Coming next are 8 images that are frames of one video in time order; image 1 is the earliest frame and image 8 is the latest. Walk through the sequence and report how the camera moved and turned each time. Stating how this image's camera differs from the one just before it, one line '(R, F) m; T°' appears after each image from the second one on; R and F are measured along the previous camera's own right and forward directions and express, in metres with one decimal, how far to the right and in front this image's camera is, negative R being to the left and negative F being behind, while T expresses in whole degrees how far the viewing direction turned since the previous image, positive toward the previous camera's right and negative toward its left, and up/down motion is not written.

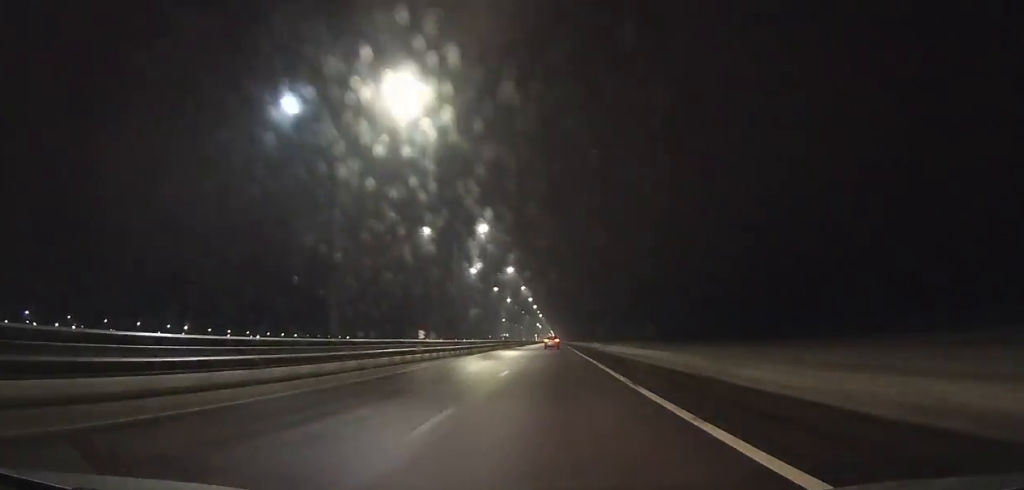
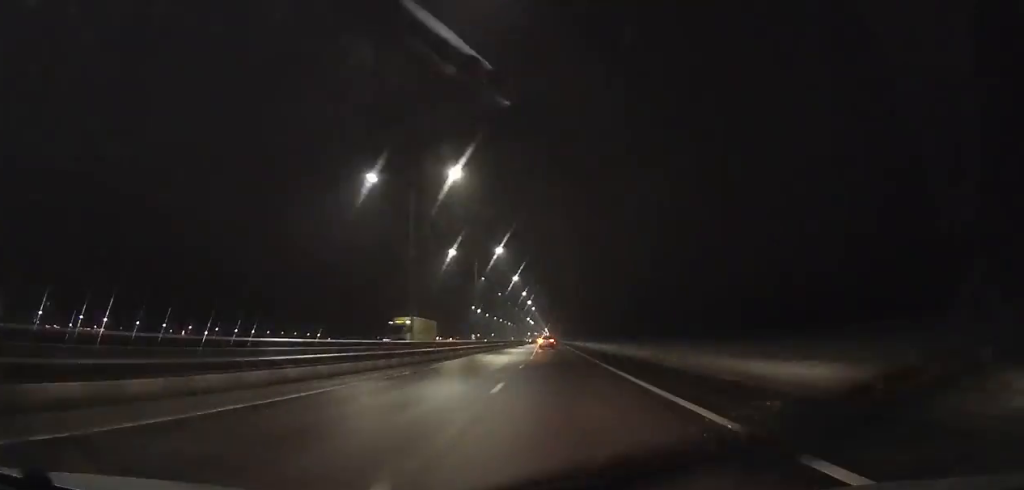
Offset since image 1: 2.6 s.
(-0.1, +76.8) m; 0°
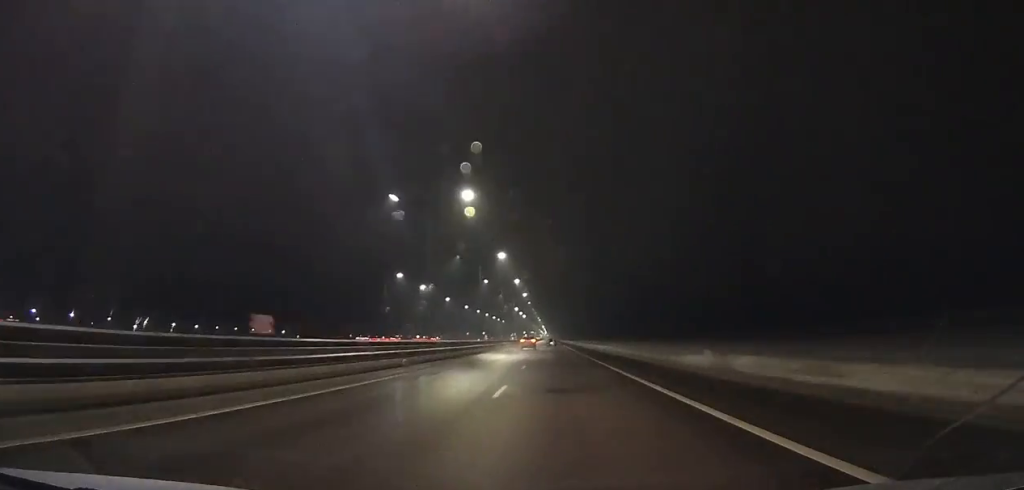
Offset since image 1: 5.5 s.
(+0.3, +85.9) m; 0°
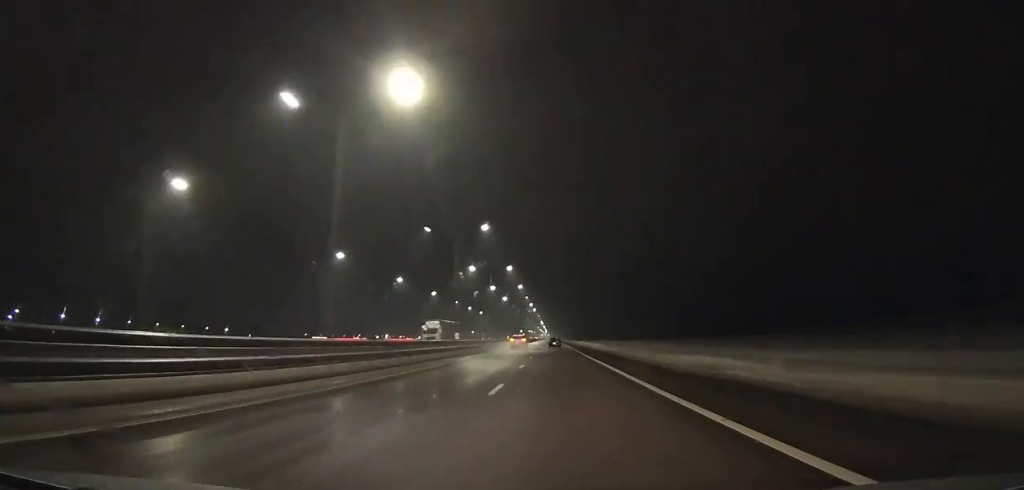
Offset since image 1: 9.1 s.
(+0.3, +106.2) m; 0°
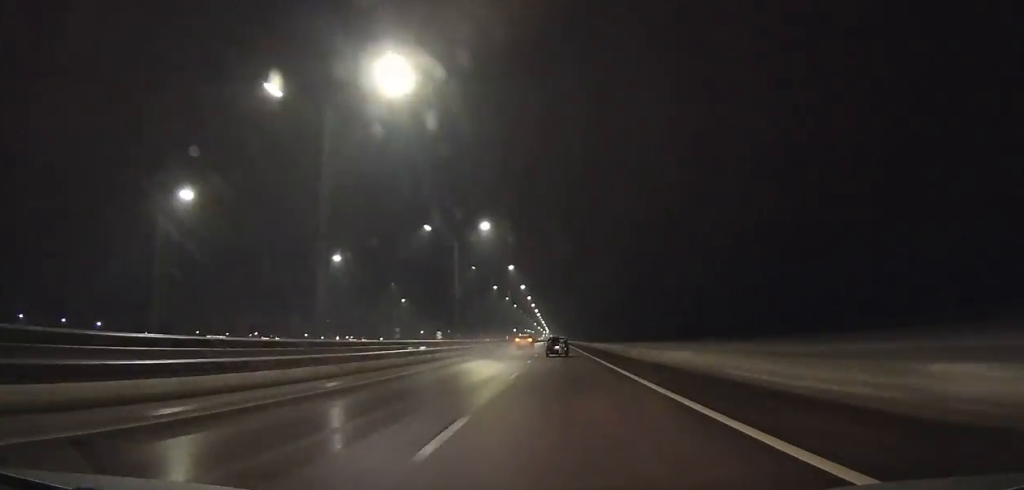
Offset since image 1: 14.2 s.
(-0.4, +149.1) m; 0°
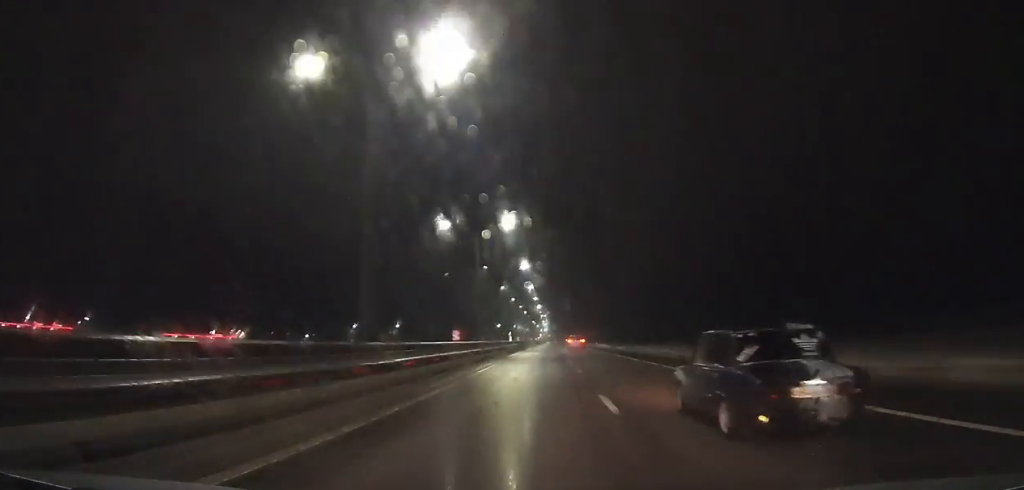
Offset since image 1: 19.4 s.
(-0.3, +151.9) m; +1°
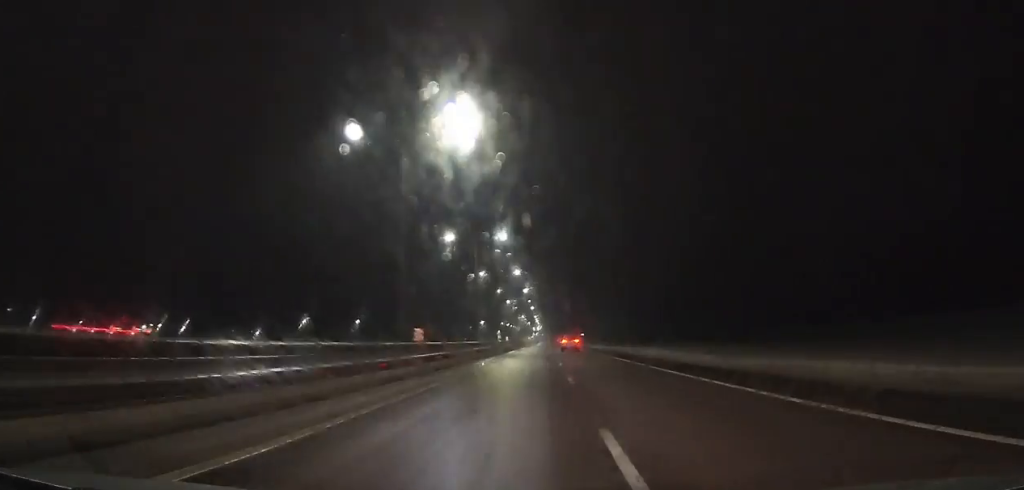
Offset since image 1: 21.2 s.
(+0.4, +53.2) m; 0°
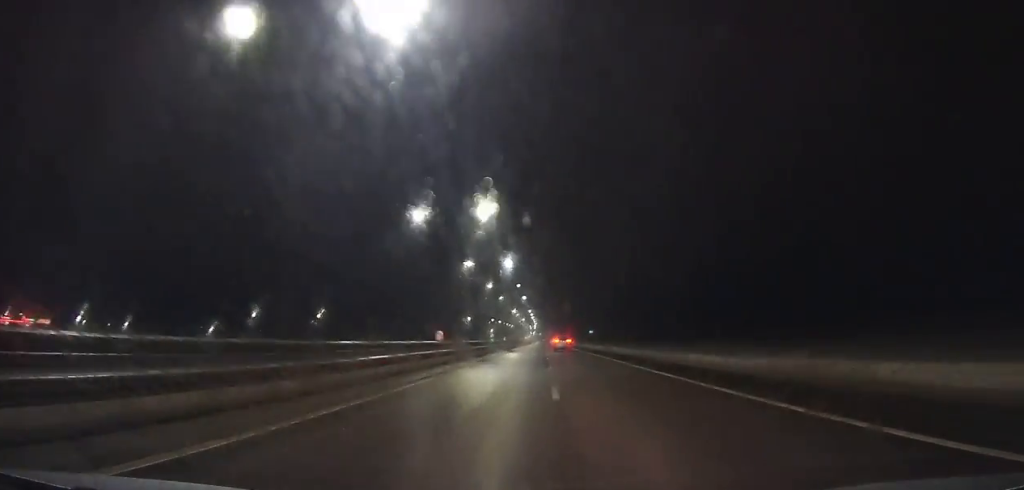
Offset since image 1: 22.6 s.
(+0.1, +41.4) m; 0°
